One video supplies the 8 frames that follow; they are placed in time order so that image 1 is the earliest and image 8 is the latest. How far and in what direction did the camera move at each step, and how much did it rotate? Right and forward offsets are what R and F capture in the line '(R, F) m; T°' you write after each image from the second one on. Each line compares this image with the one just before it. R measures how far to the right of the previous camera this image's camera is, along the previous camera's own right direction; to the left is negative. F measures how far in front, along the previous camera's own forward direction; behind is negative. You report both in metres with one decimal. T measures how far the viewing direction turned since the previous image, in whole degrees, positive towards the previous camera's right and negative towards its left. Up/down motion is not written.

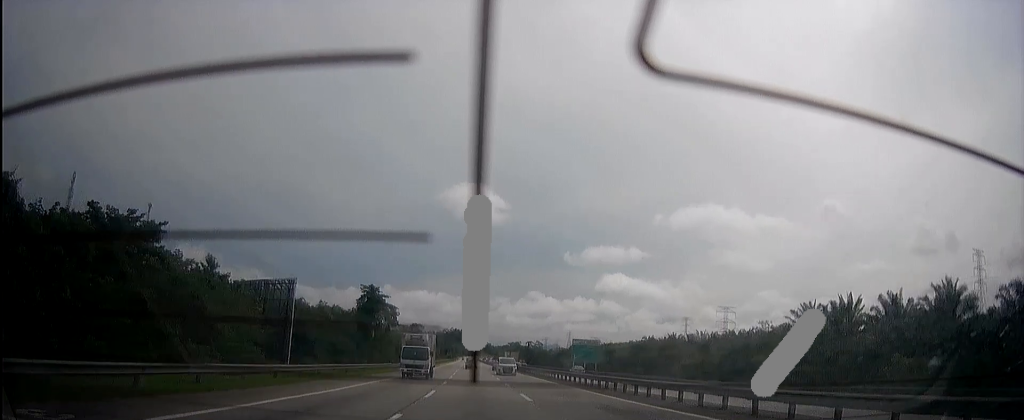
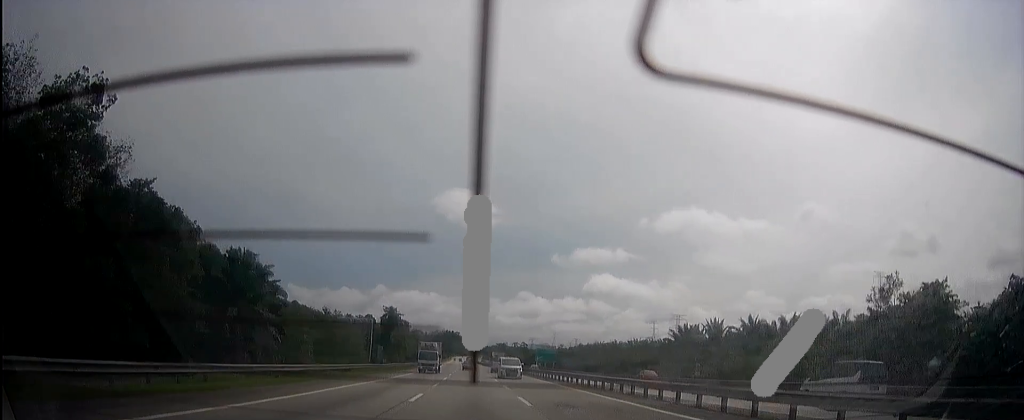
(-0.4, +57.6) m; -1°
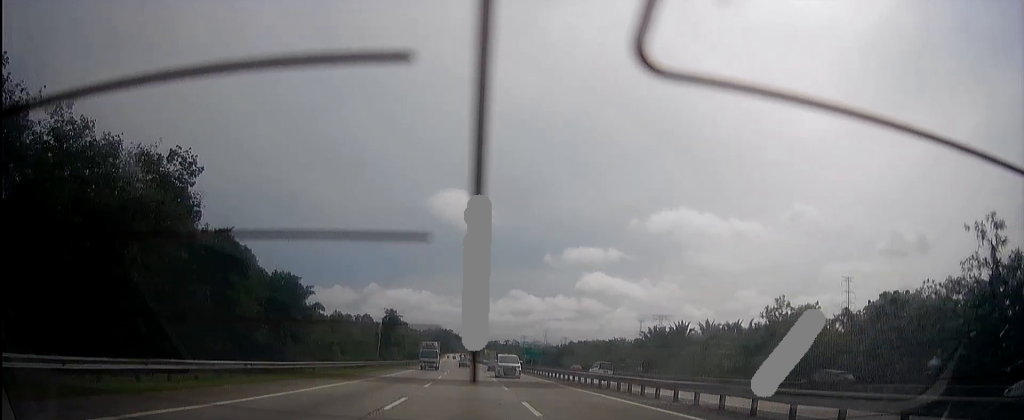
(0.0, +18.7) m; -1°
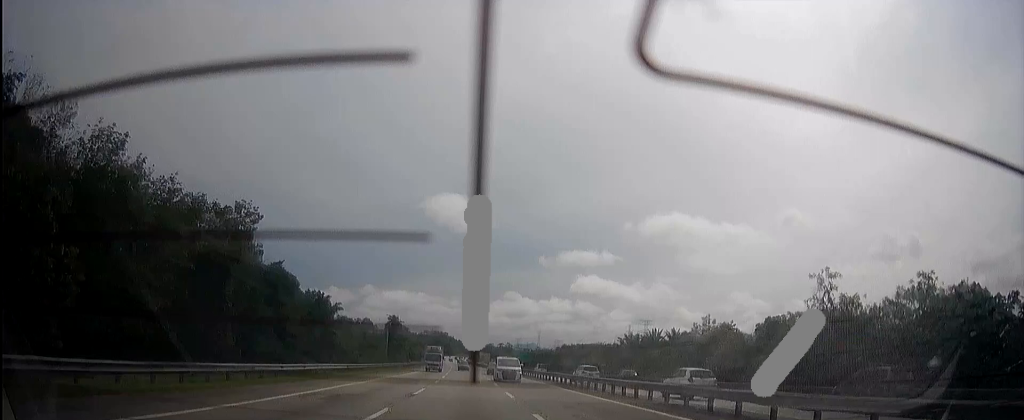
(-0.1, +21.0) m; -1°
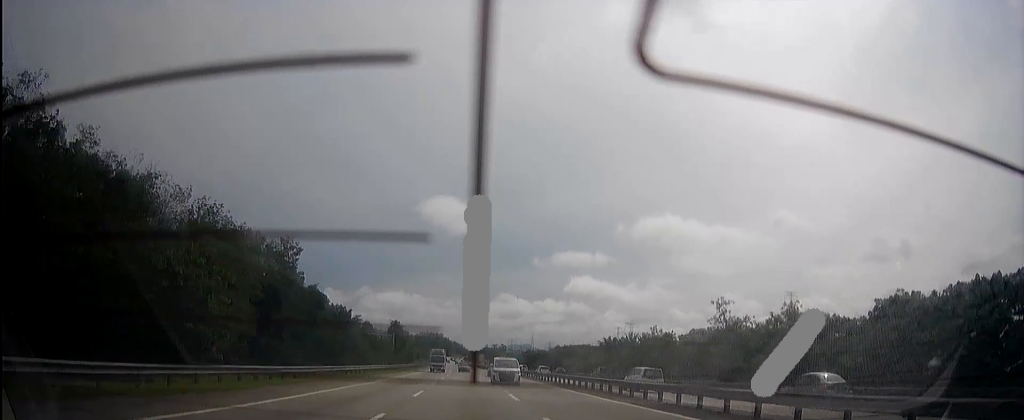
(-0.2, +23.2) m; -1°
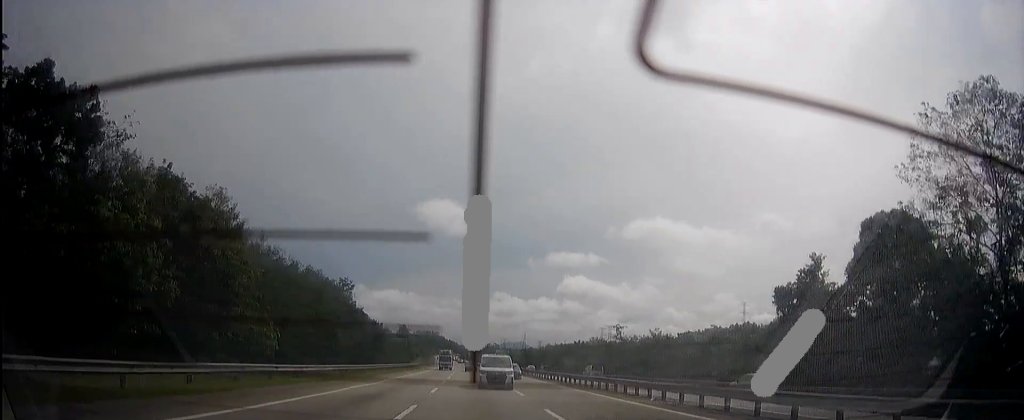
(-0.3, +51.3) m; -1°
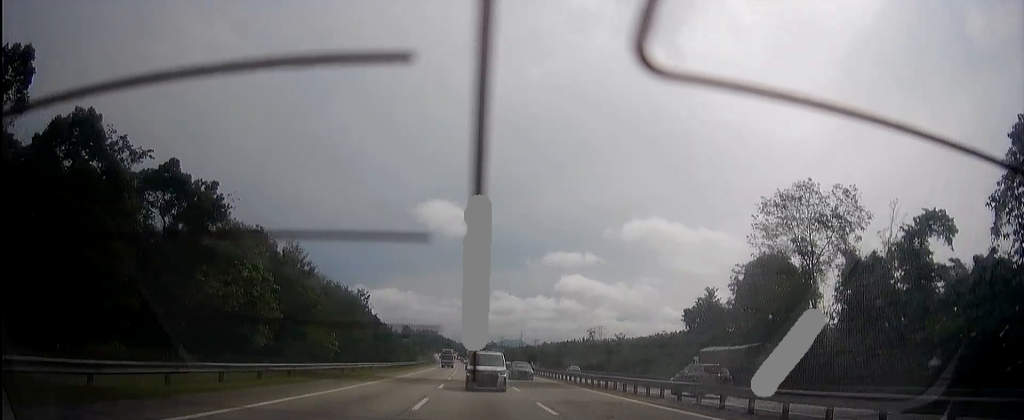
(-0.1, +26.7) m; 0°
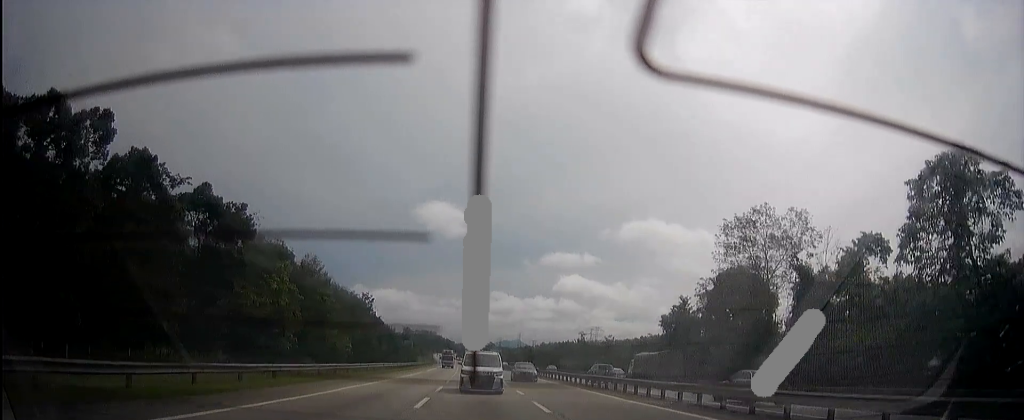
(0.0, +11.0) m; 0°
